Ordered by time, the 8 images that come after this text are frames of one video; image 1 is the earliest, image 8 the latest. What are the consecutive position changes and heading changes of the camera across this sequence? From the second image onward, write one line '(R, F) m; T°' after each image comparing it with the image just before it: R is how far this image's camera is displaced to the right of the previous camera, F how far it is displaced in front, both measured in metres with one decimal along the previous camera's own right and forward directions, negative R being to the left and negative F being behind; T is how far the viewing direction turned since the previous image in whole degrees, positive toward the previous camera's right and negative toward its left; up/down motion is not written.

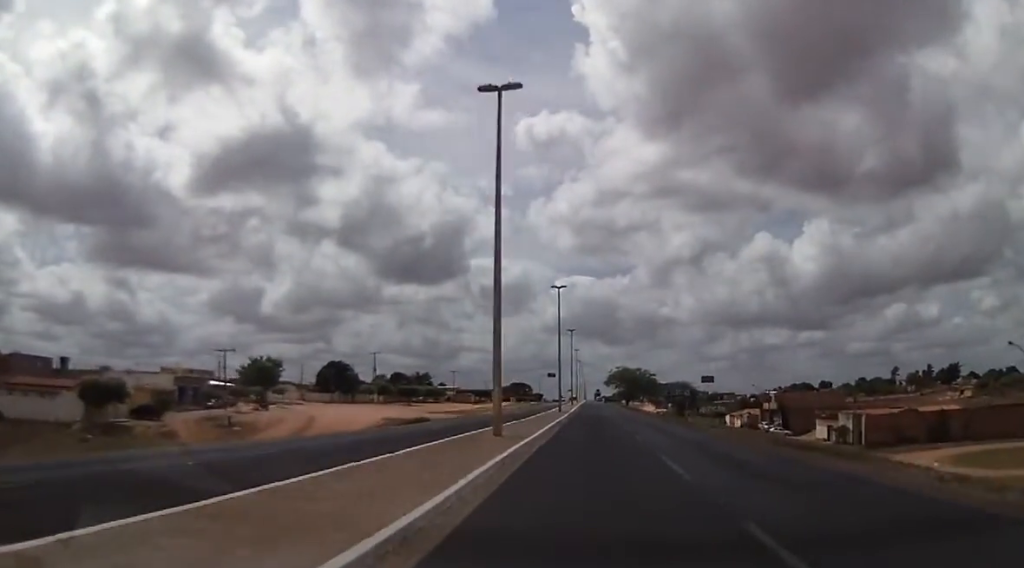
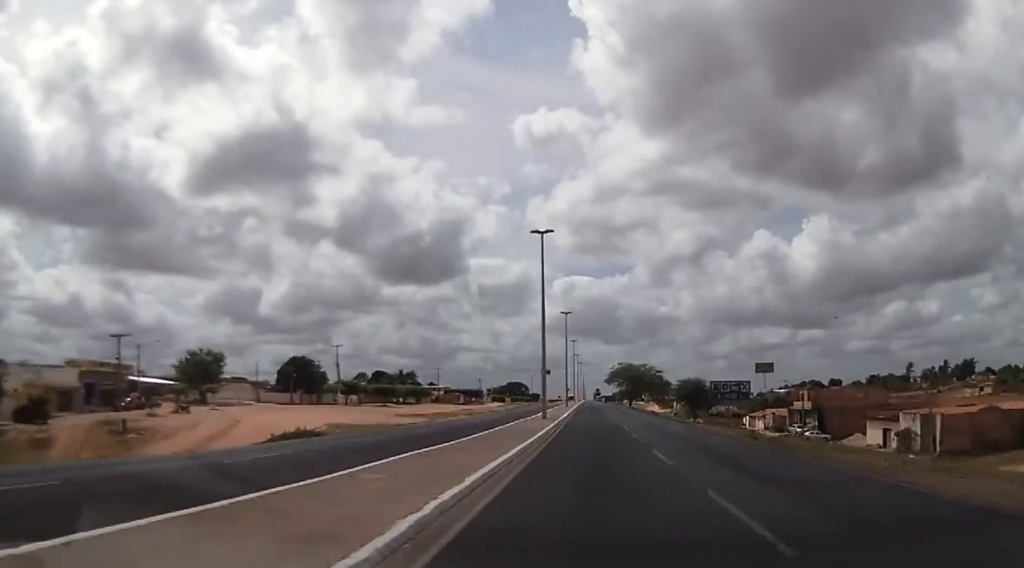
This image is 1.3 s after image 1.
(0.0, +21.2) m; -1°
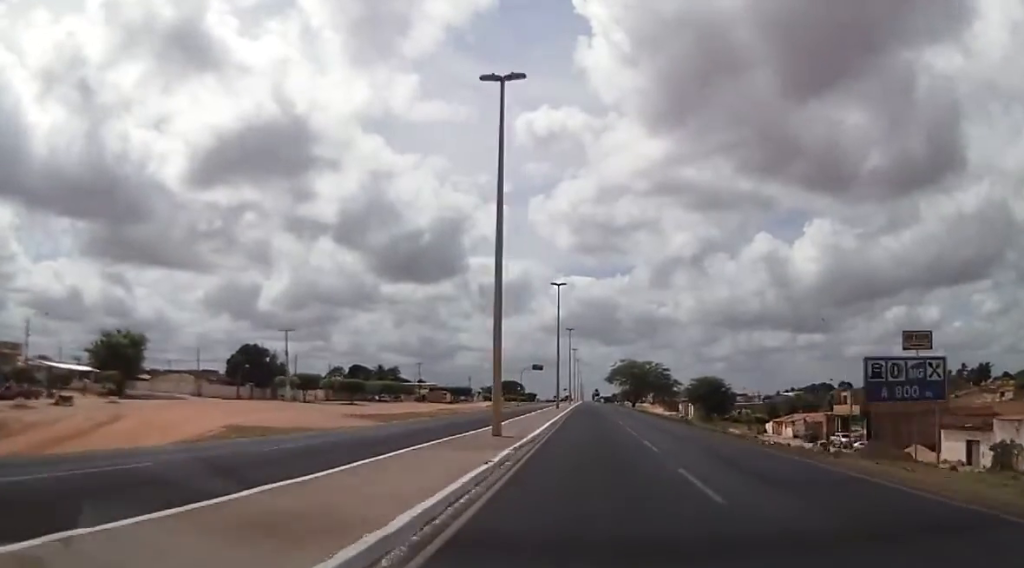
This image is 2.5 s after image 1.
(-0.4, +20.8) m; +1°
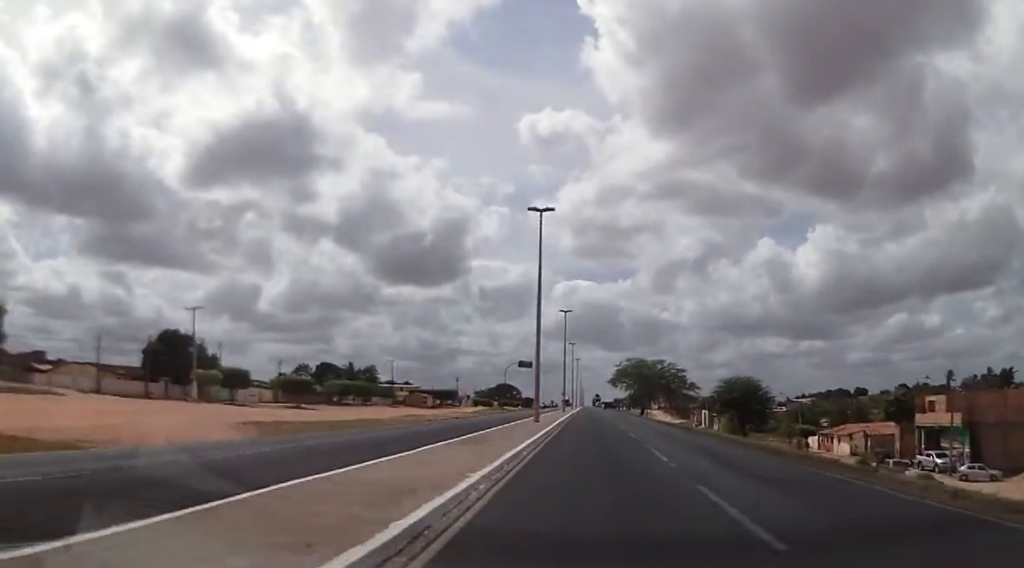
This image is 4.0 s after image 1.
(+0.8, +25.6) m; +1°
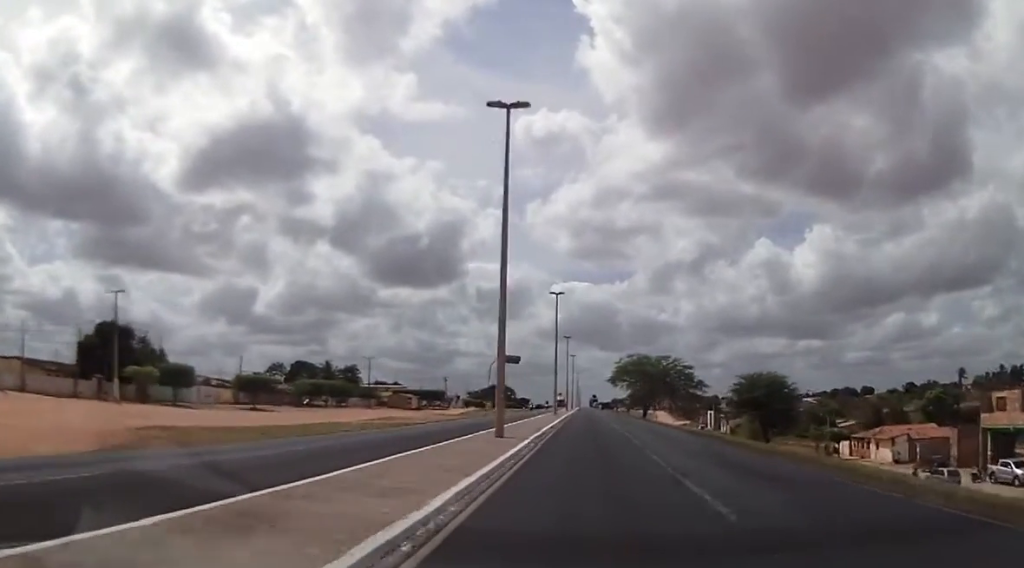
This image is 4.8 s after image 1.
(-0.2, +13.9) m; 0°
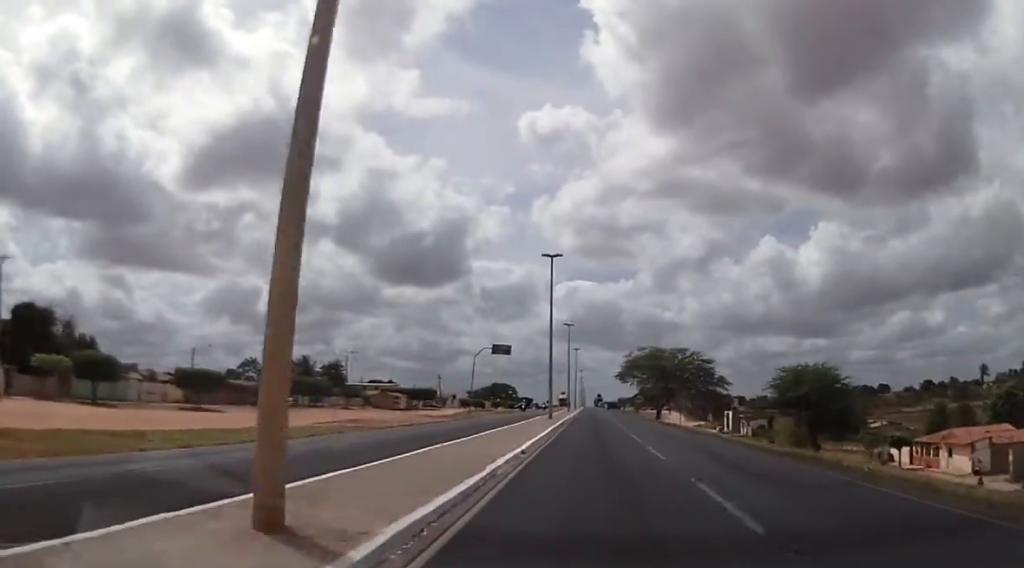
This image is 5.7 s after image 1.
(0.0, +16.4) m; 0°
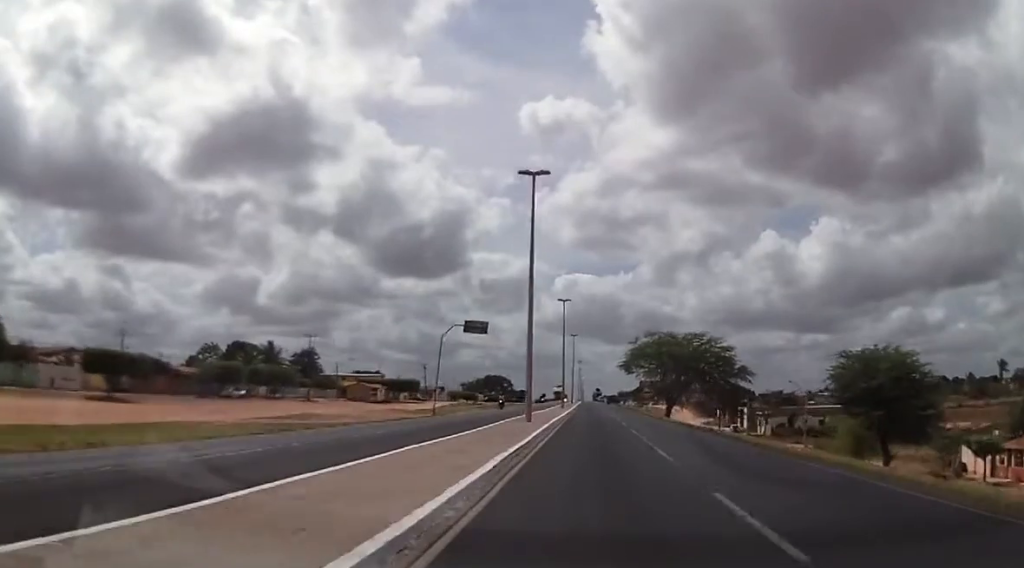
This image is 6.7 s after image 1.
(+0.2, +17.1) m; 0°
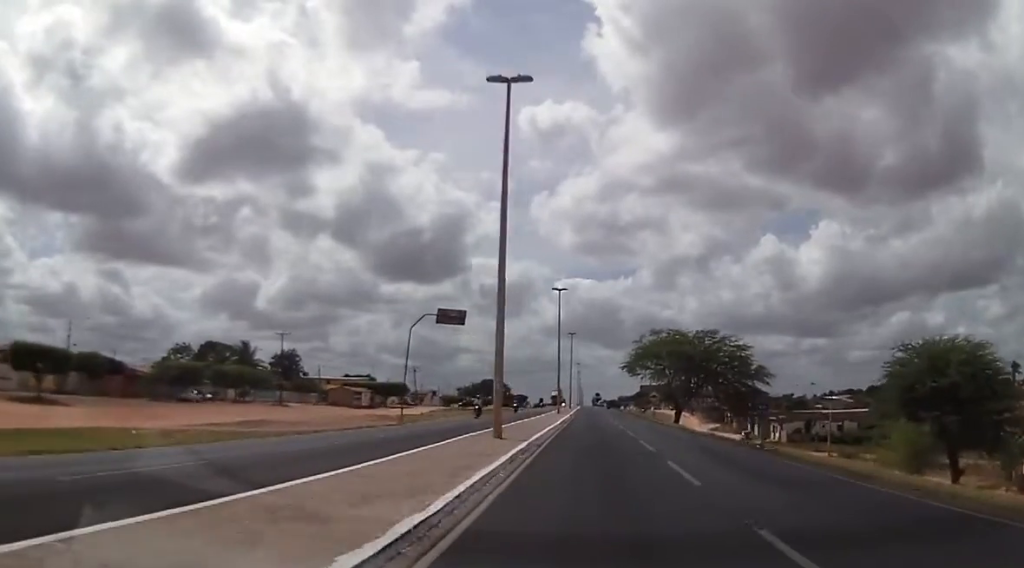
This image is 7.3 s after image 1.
(-0.3, +10.6) m; 0°
